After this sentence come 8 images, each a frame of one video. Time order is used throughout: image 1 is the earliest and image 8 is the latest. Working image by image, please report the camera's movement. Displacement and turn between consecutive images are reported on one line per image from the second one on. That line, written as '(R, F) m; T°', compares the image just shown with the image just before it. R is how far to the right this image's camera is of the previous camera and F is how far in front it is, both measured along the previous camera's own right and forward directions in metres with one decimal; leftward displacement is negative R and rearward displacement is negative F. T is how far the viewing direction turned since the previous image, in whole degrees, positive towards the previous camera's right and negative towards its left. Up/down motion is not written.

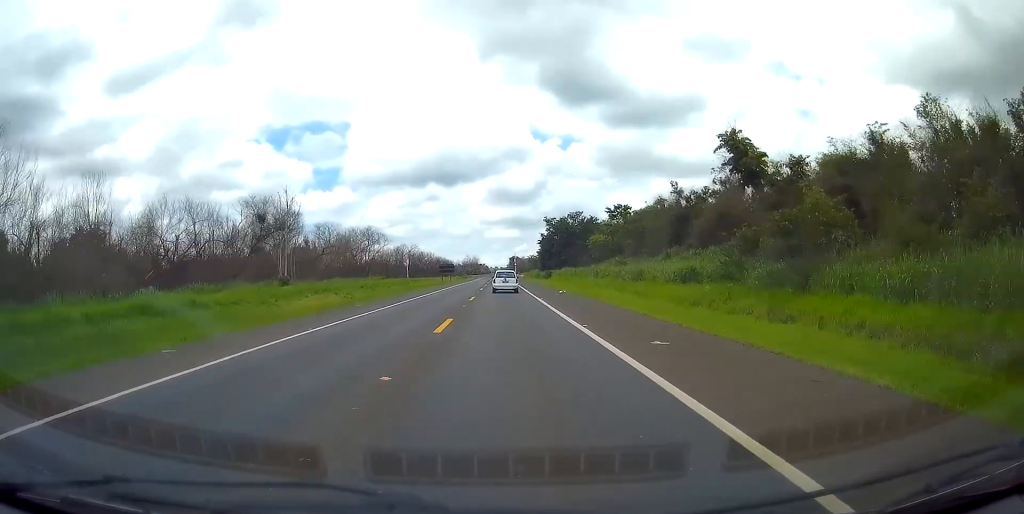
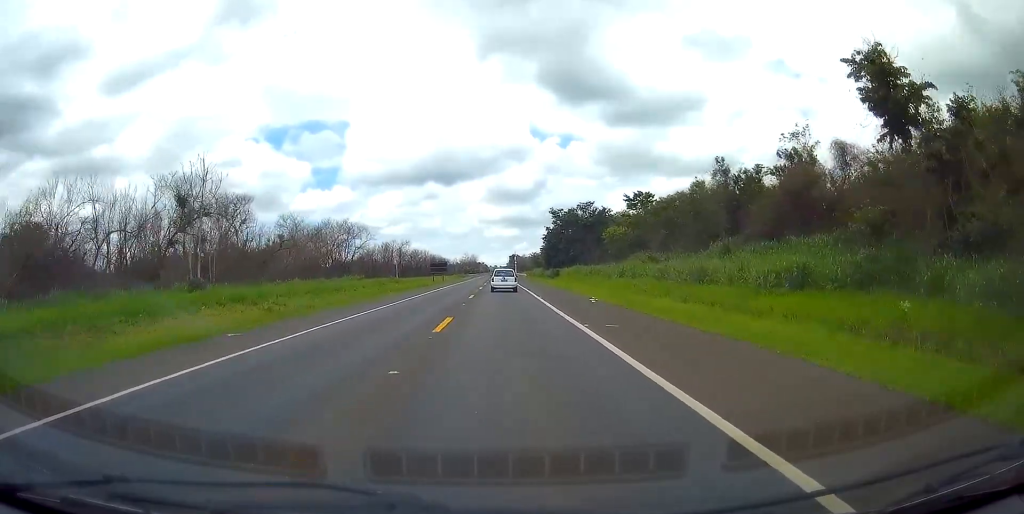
(0.0, +16.0) m; +1°
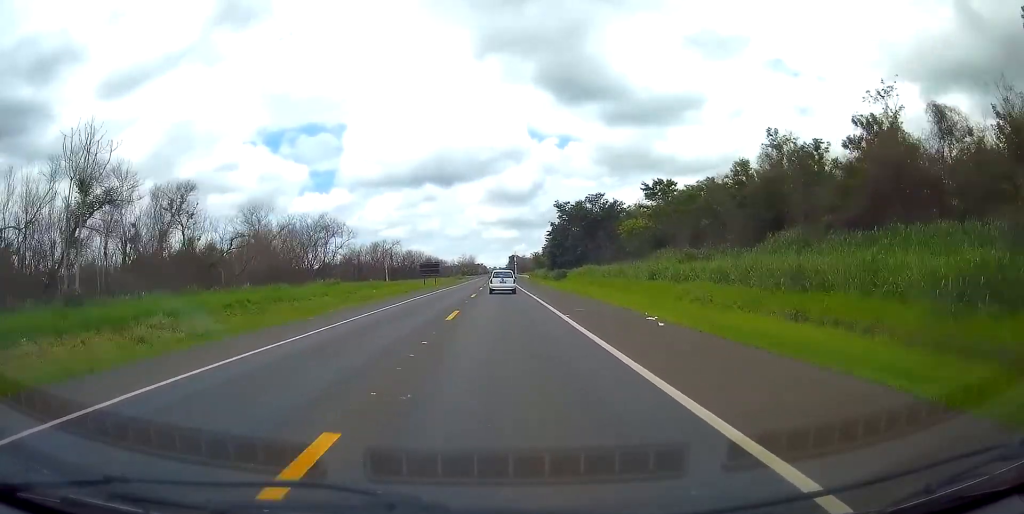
(-0.1, +12.4) m; +1°
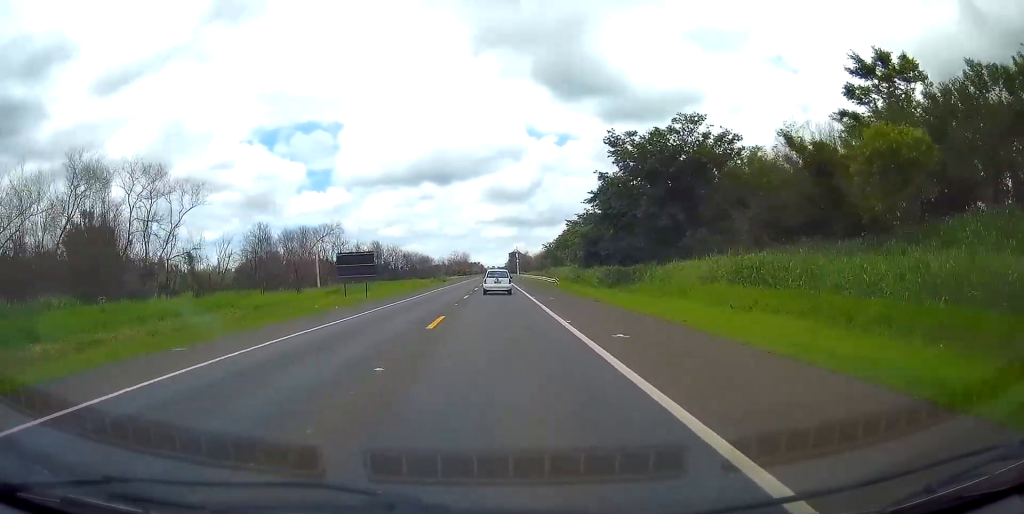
(-0.1, +50.5) m; -2°
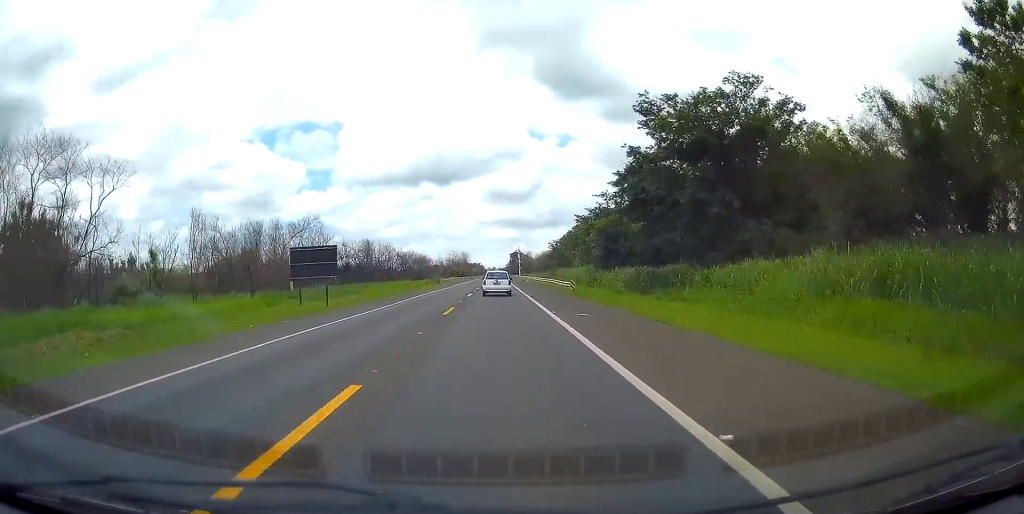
(0.0, +11.3) m; 0°
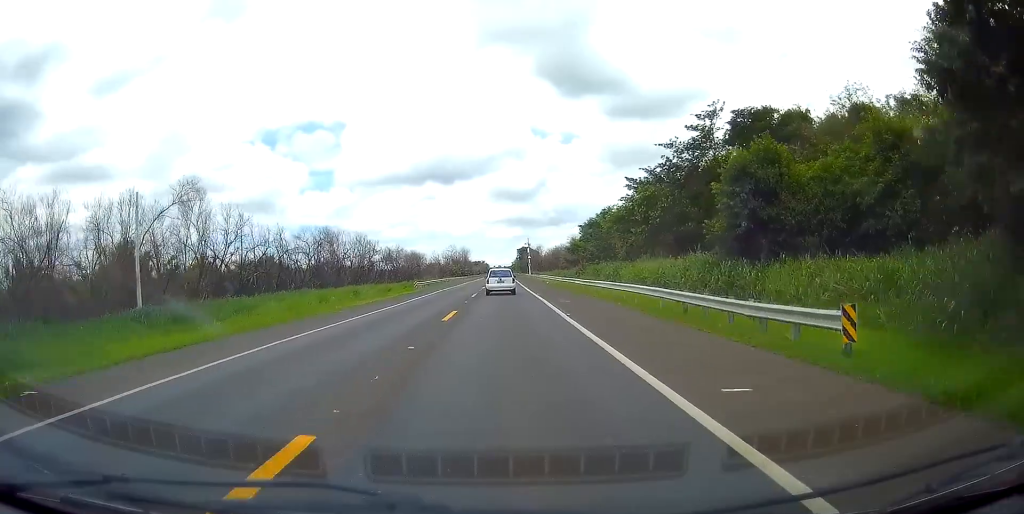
(+0.3, +33.9) m; +1°
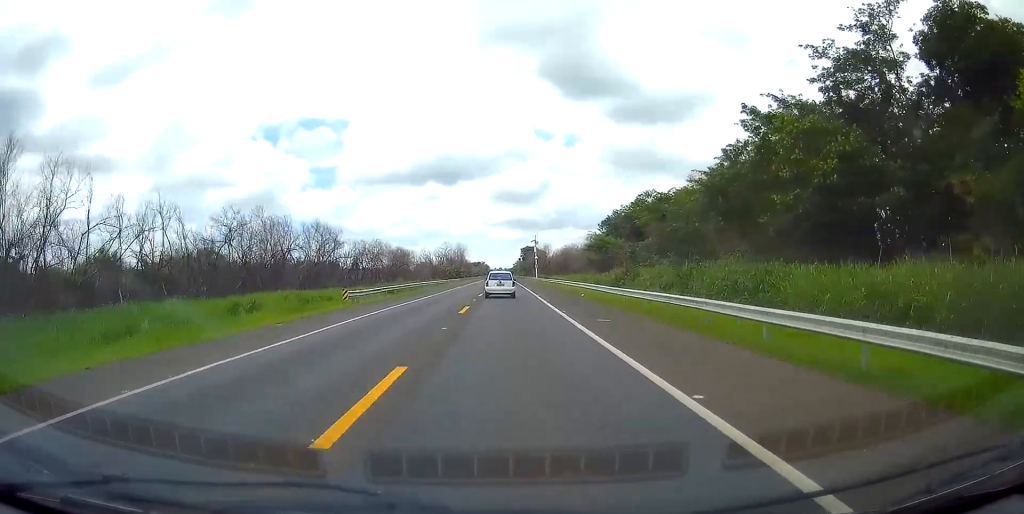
(+0.1, +27.6) m; 0°
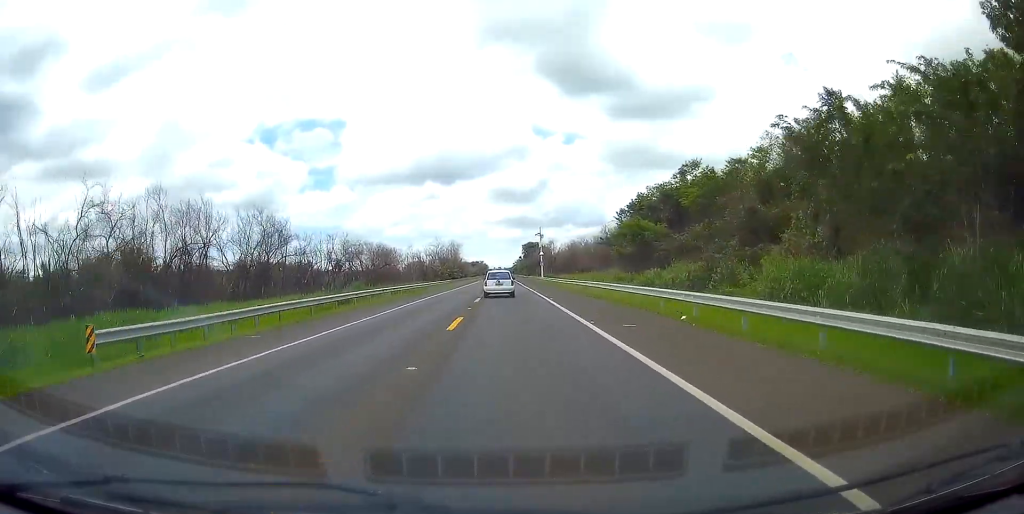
(-0.2, +21.3) m; 0°
